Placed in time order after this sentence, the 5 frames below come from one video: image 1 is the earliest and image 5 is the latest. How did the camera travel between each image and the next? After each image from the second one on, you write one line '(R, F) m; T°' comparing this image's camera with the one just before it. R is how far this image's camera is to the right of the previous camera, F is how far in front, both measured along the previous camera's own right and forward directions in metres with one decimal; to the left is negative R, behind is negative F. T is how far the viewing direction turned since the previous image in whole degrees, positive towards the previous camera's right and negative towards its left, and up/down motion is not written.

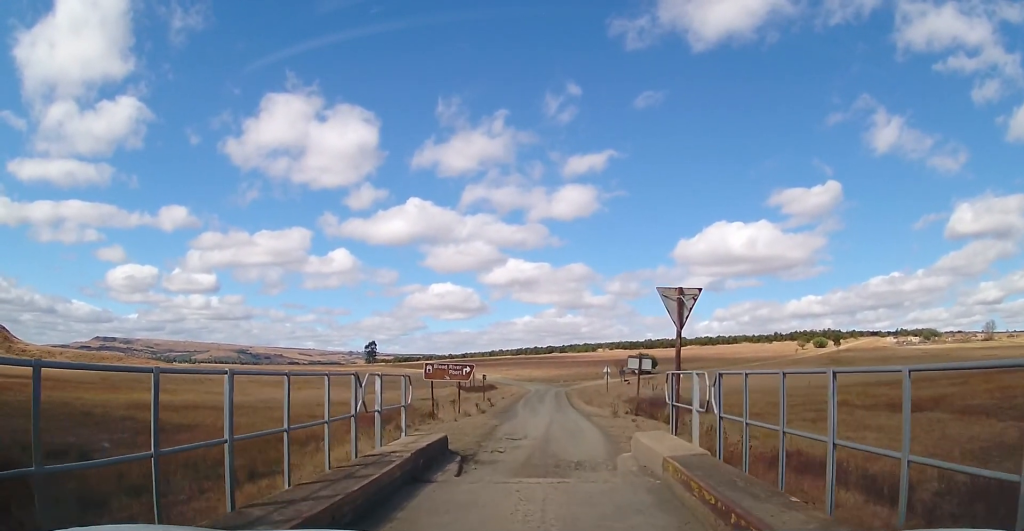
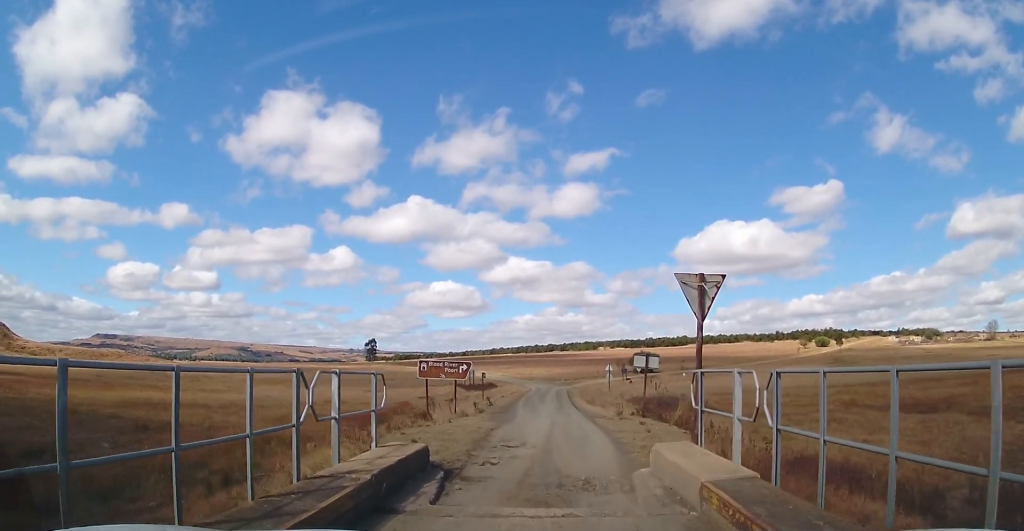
(-0.1, +1.9) m; 0°
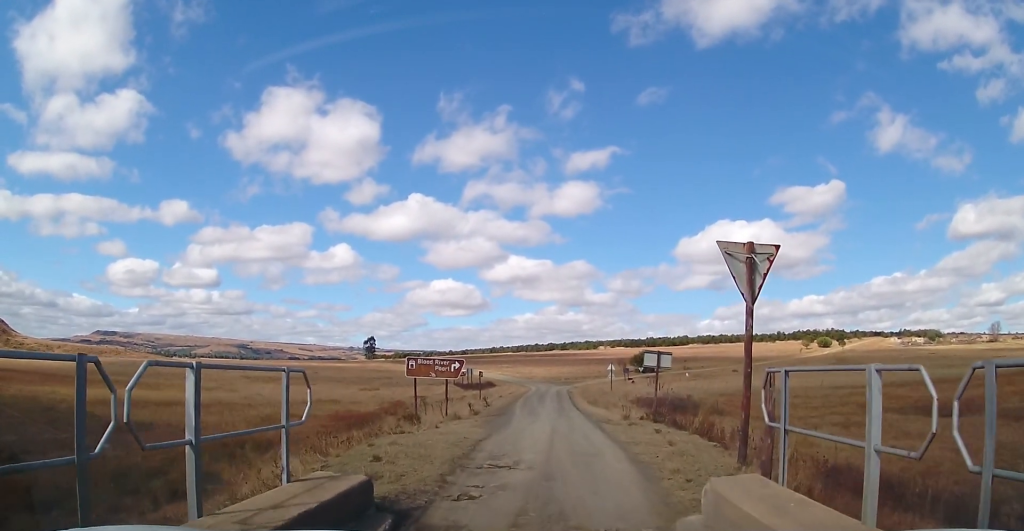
(+0.2, +3.1) m; +4°
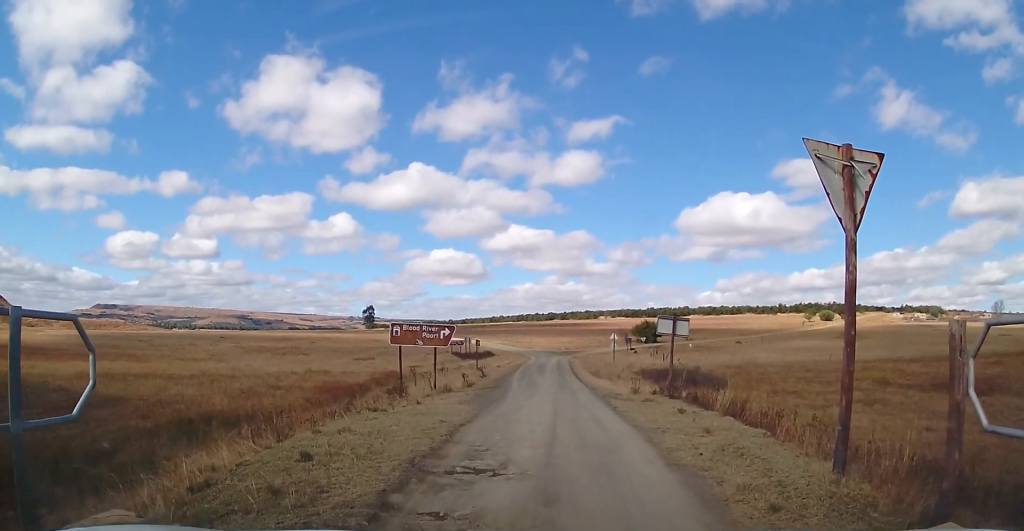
(-0.3, +3.9) m; -3°
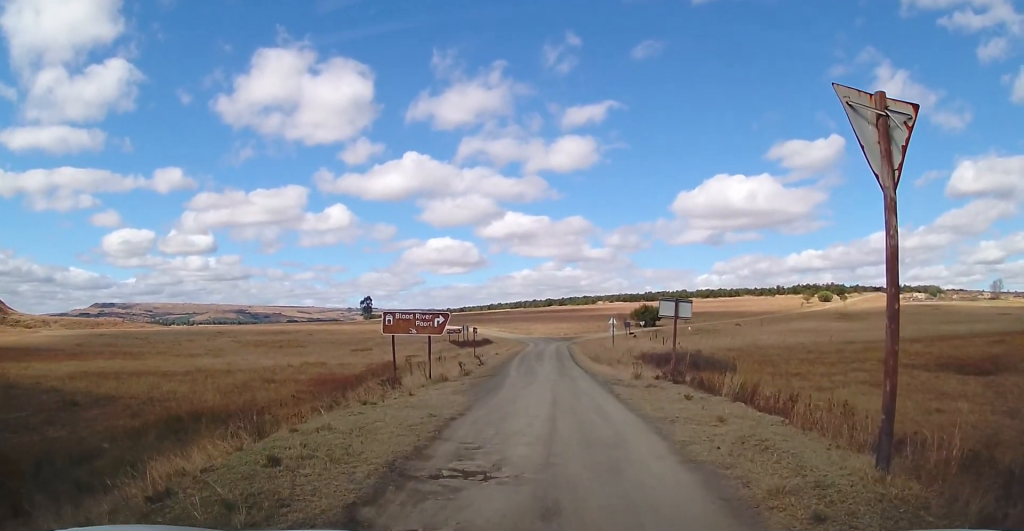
(-0.2, +0.8) m; 0°
